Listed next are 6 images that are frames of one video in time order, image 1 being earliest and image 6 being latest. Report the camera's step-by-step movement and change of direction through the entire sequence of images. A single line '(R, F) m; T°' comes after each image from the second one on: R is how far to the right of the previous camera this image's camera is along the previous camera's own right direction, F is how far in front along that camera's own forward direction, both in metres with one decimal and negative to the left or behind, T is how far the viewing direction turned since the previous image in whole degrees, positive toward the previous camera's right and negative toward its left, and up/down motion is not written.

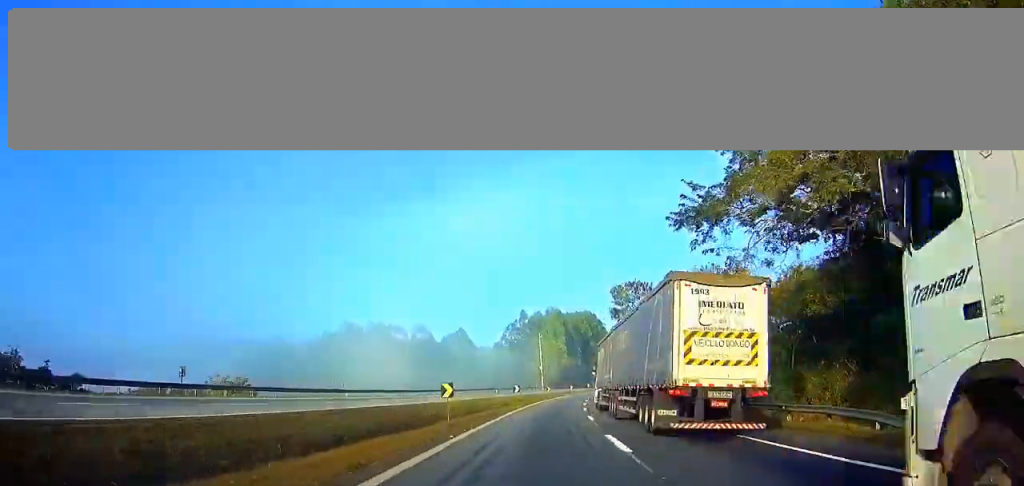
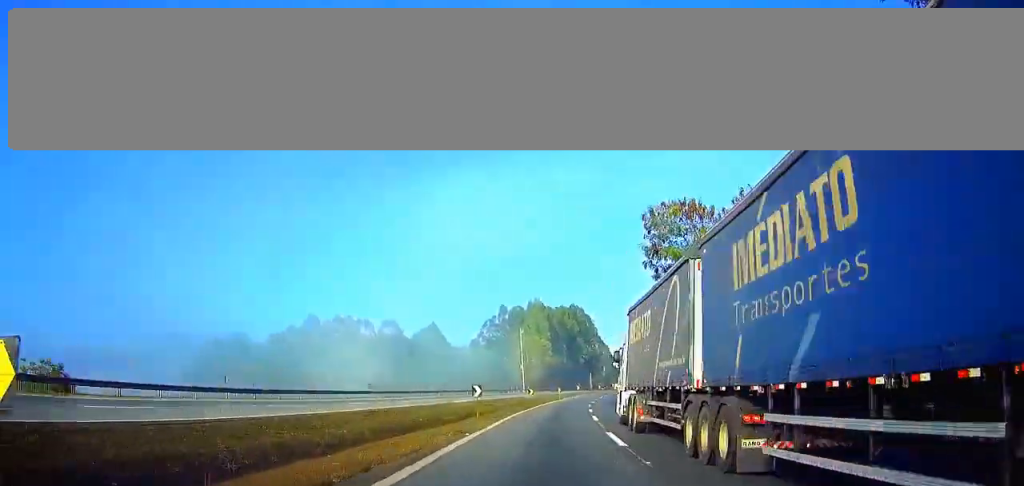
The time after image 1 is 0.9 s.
(+0.4, +23.3) m; +3°
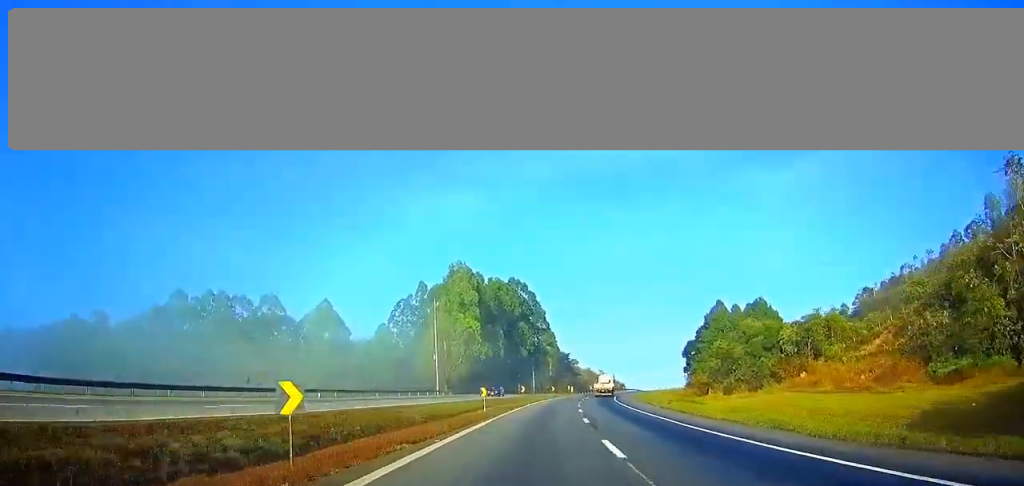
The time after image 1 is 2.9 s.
(+3.8, +51.9) m; +6°
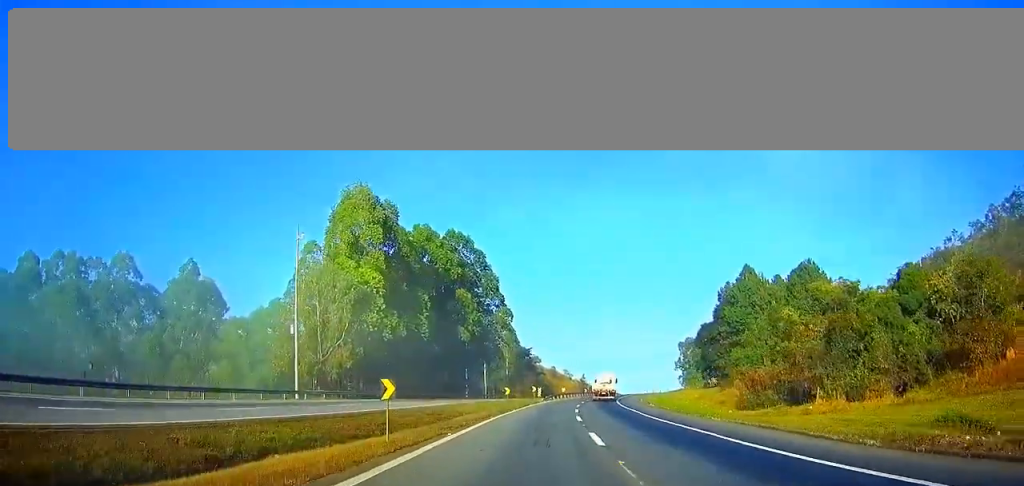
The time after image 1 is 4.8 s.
(0.0, +47.5) m; 0°
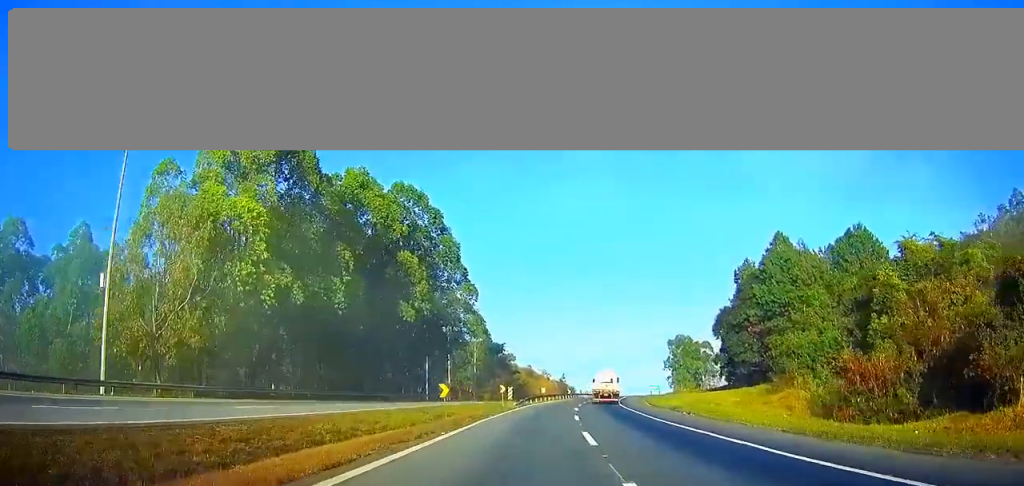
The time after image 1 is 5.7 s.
(0.0, +25.2) m; 0°
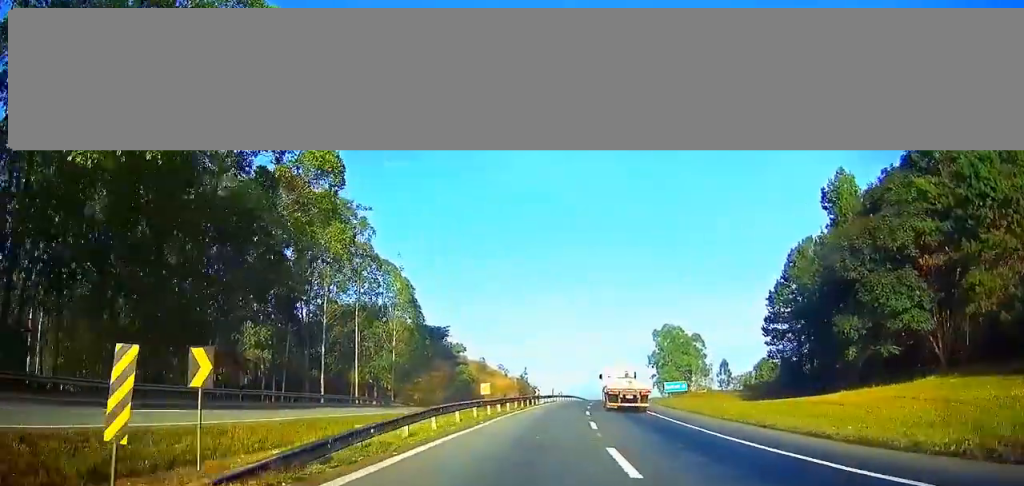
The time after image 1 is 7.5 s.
(+3.8, +45.5) m; +10°
